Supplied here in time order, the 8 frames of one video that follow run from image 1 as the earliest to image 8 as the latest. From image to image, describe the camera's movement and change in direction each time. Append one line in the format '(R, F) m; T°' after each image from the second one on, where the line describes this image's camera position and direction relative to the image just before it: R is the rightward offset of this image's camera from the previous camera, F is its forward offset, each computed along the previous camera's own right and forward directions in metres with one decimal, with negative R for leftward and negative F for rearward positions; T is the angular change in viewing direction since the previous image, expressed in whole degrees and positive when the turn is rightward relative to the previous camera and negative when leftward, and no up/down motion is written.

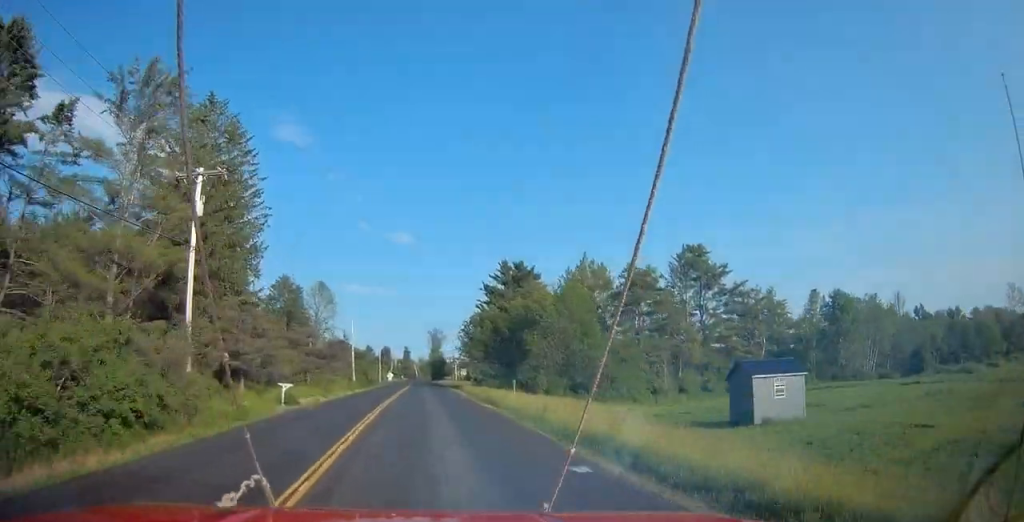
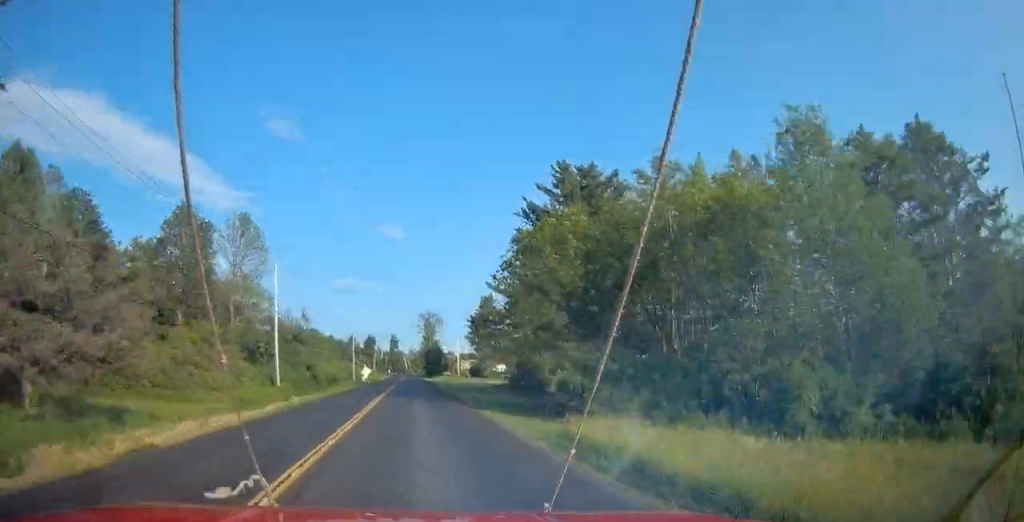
(+4.4, +42.3) m; +2°
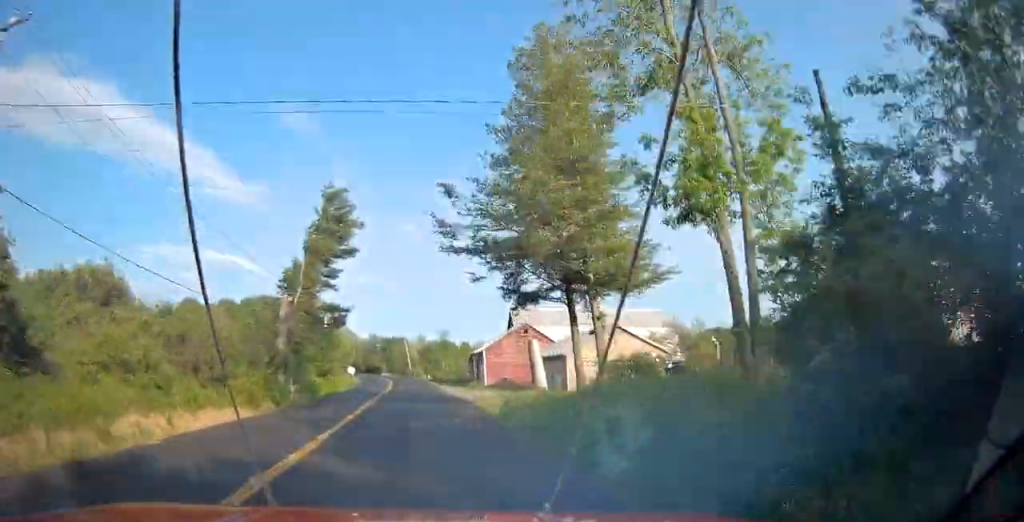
(-9.8, +169.1) m; -5°
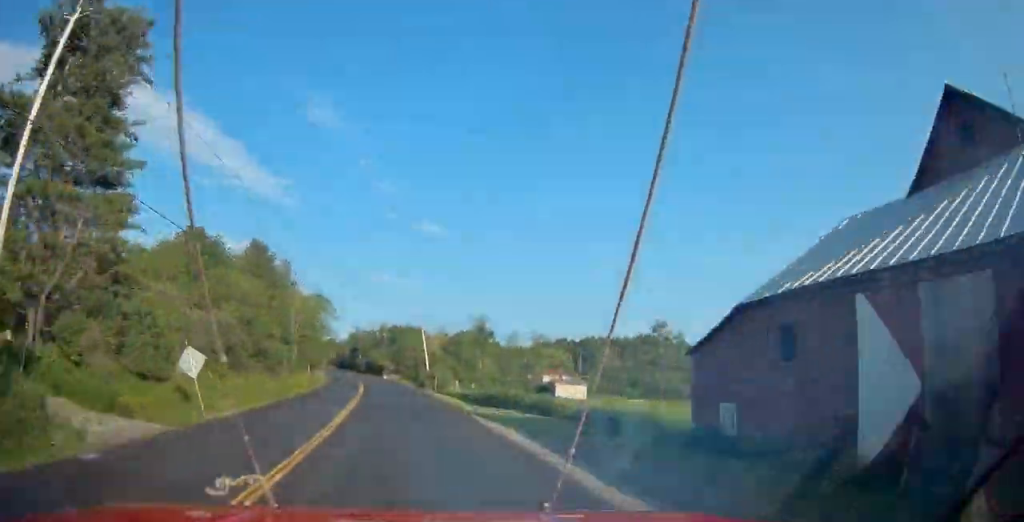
(-1.1, +64.6) m; -5°
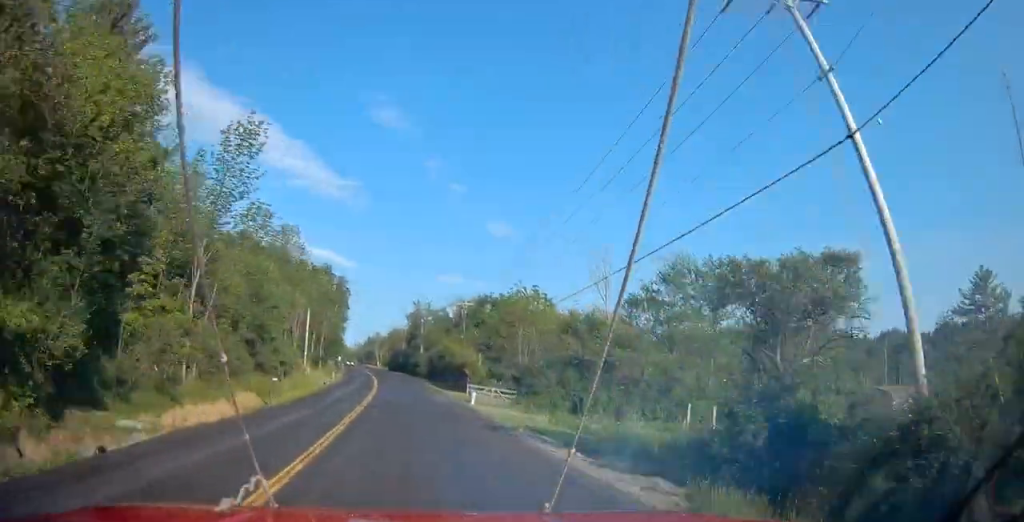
(-4.6, +72.5) m; -2°
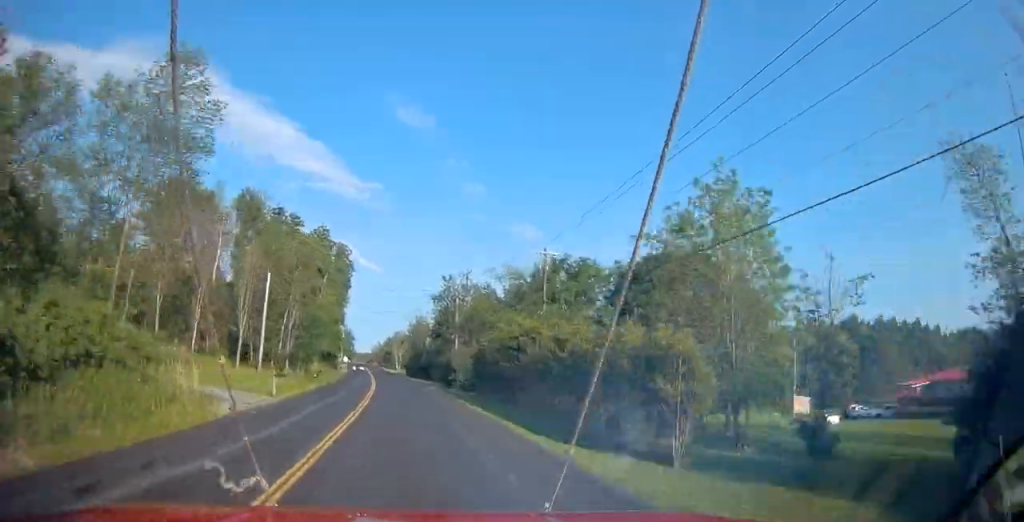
(+2.6, +37.2) m; -1°
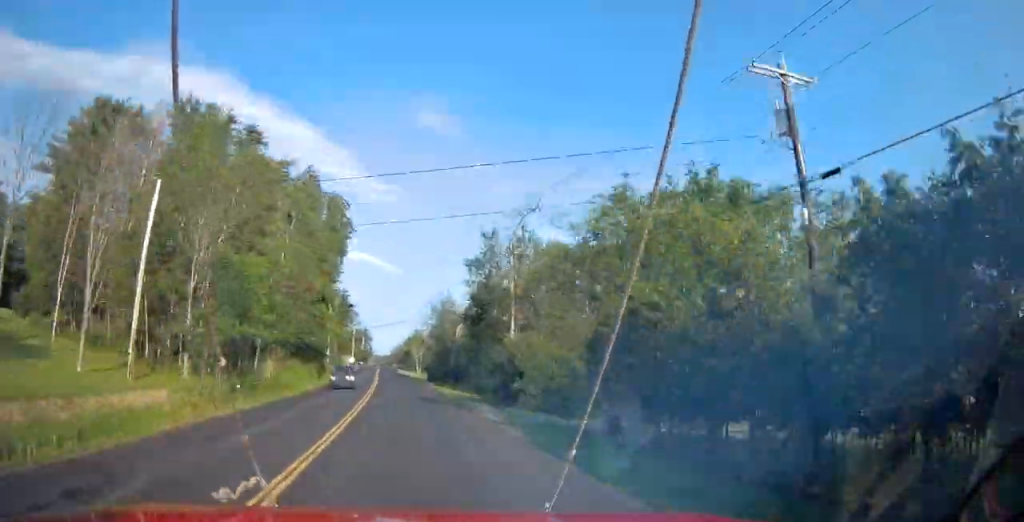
(+0.7, +28.0) m; -1°
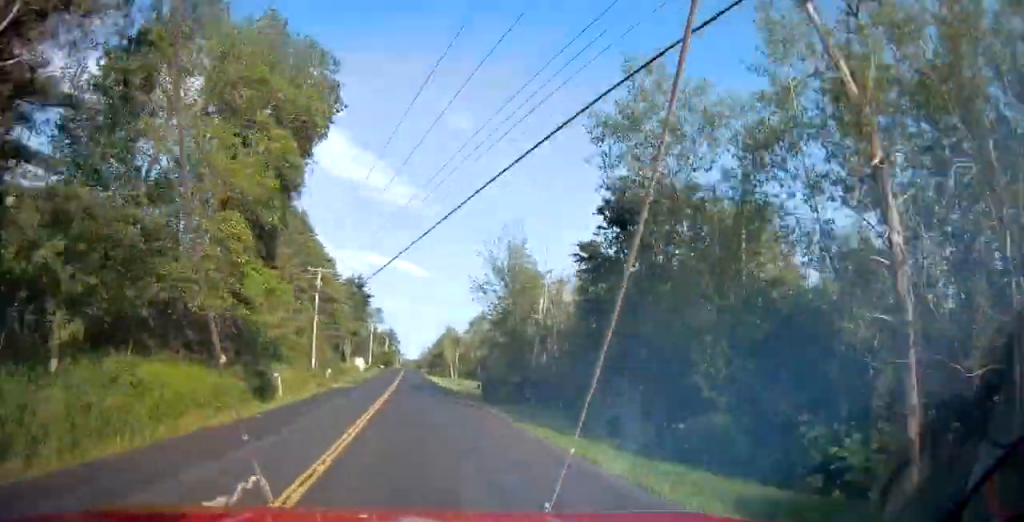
(-2.9, +33.2) m; -3°
